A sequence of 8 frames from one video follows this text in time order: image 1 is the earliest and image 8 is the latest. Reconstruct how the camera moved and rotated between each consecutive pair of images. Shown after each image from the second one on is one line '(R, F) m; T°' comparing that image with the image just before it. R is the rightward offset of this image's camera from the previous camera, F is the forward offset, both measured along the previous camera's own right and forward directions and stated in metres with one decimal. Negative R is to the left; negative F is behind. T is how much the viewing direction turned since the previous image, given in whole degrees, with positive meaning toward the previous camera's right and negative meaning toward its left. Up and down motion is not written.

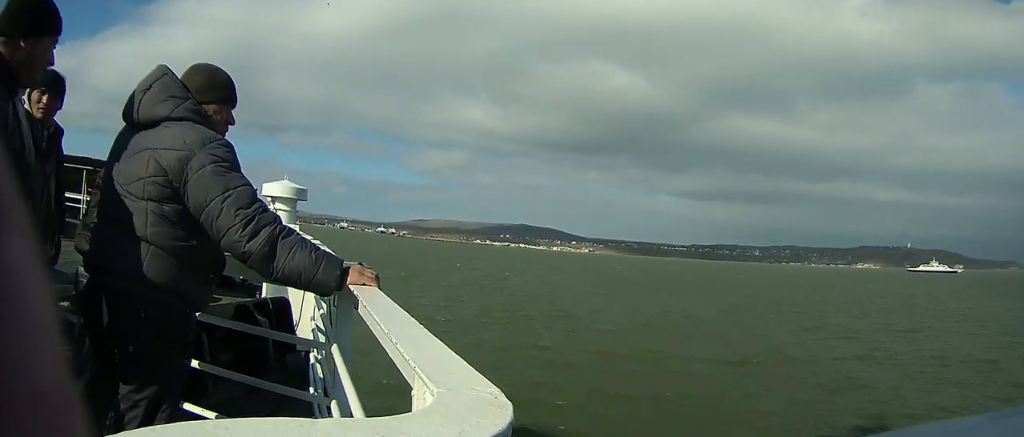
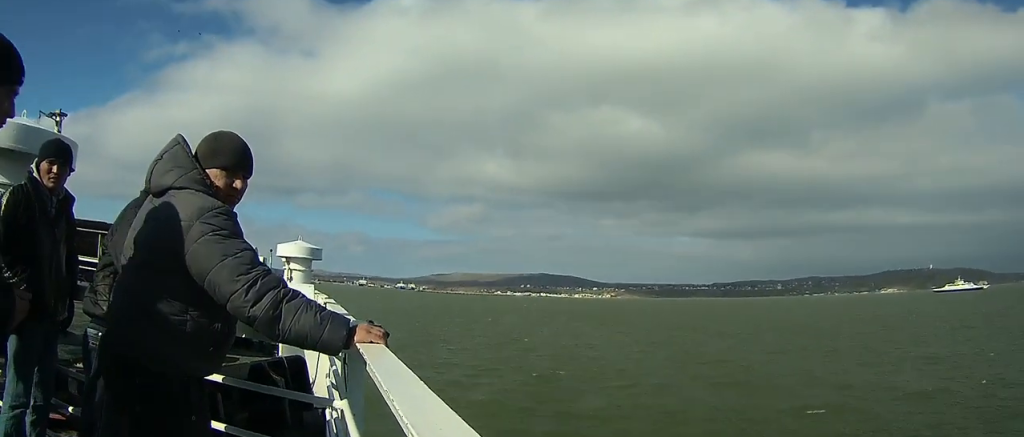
(+0.1, +5.5) m; -2°
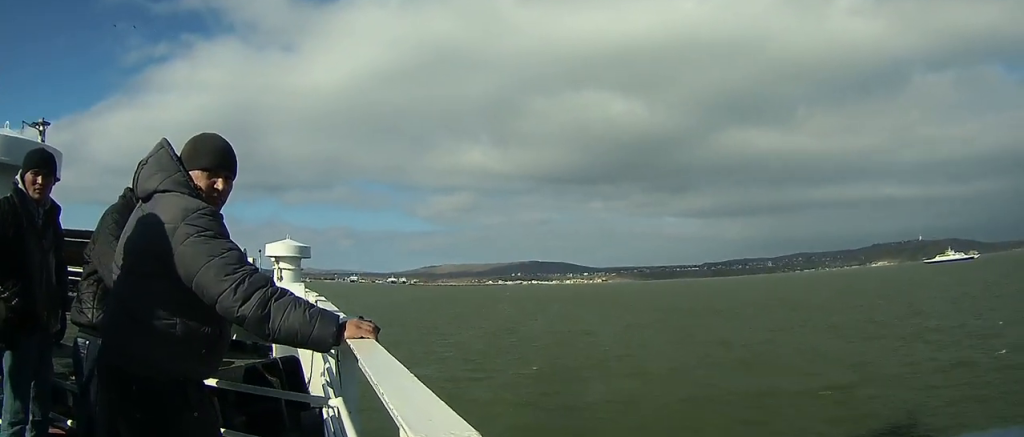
(-0.1, +1.7) m; -1°
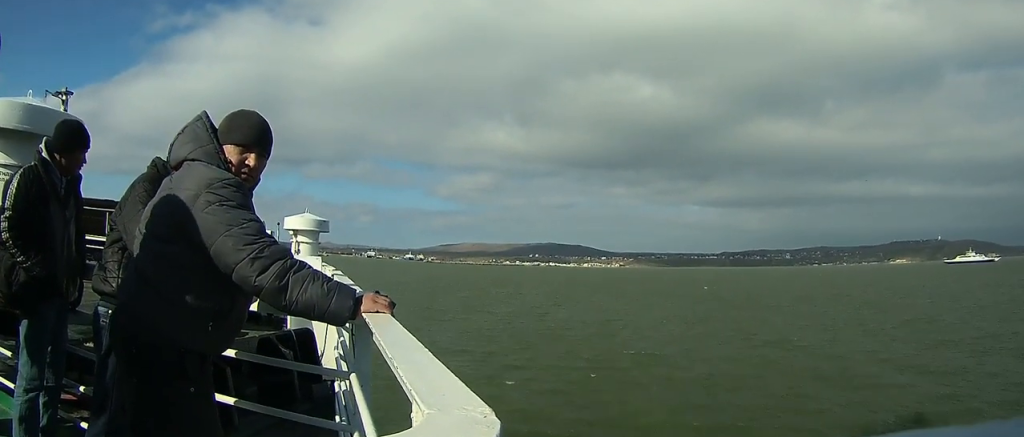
(-0.1, +7.1) m; -1°
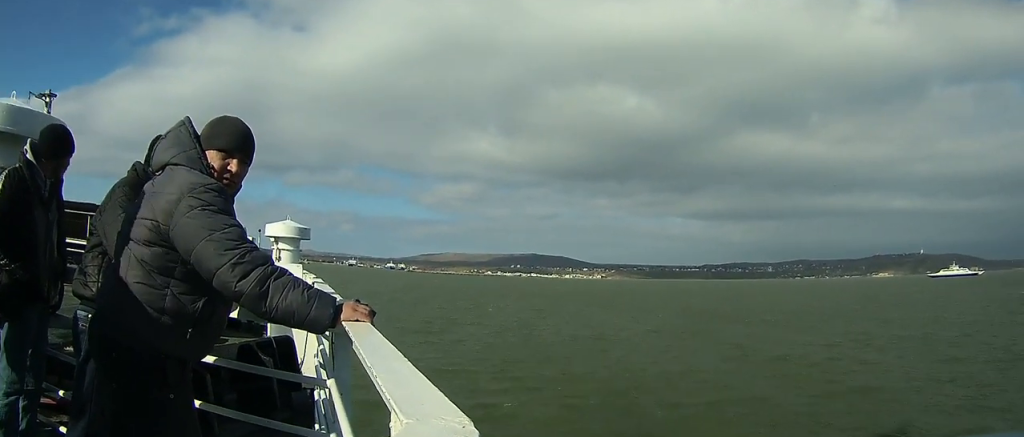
(0.0, +3.3) m; 0°
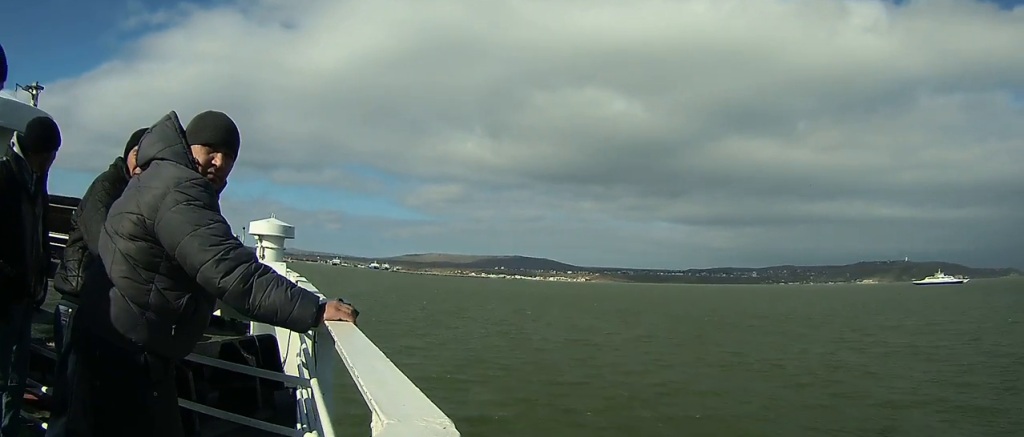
(0.0, +2.0) m; 0°
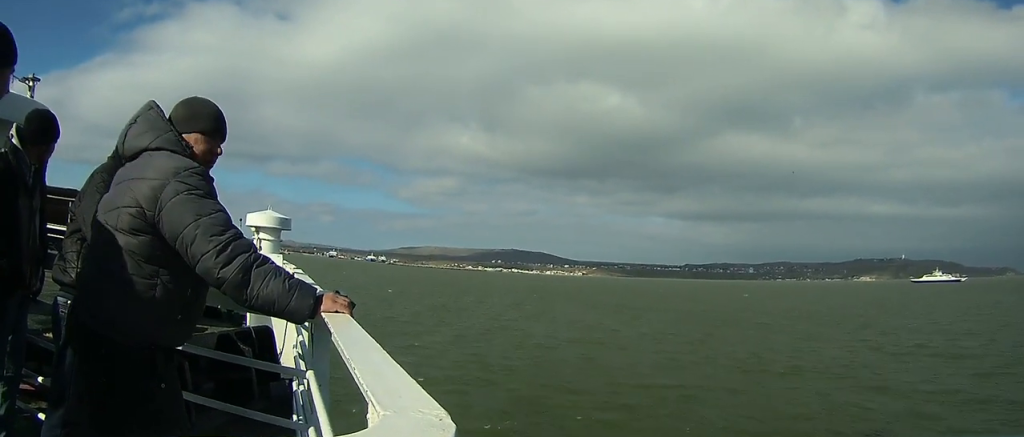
(0.0, +3.0) m; 0°
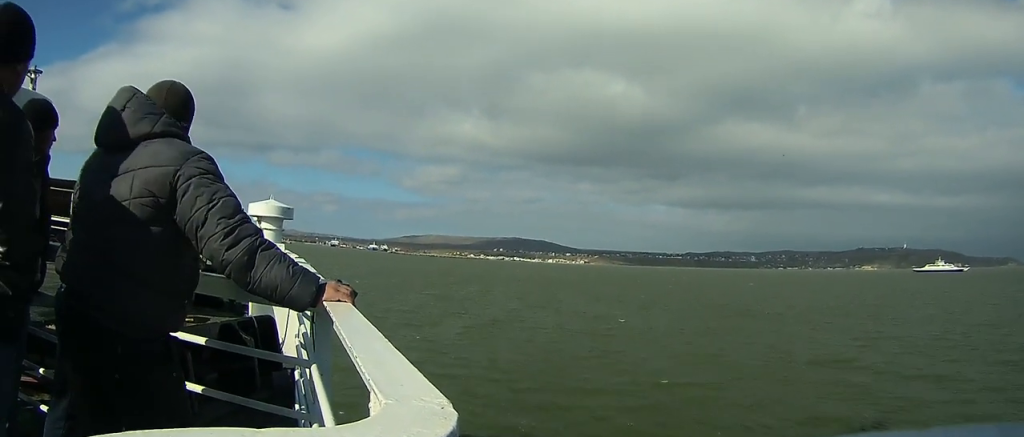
(0.0, +2.2) m; 0°
